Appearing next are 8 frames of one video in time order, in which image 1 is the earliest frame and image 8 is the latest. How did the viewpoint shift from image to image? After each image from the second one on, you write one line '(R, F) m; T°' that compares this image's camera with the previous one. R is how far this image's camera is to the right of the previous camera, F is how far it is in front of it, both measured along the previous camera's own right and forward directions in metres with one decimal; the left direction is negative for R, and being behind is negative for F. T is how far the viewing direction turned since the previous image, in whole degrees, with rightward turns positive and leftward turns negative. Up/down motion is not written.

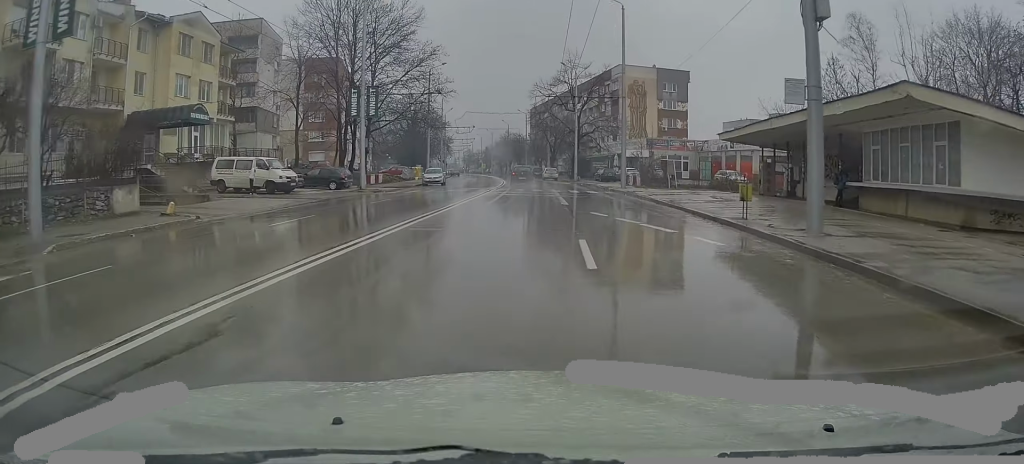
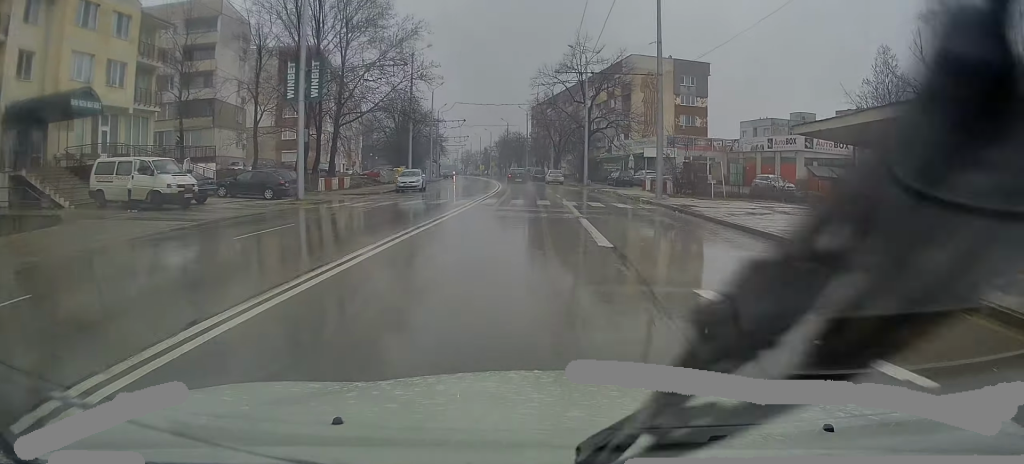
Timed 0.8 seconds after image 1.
(0.0, +11.5) m; -1°
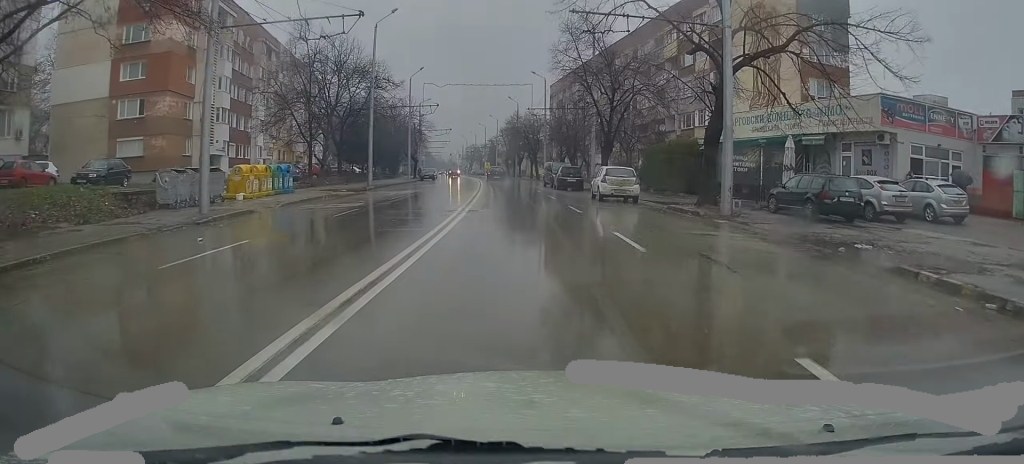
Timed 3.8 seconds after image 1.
(-0.8, +40.5) m; -1°
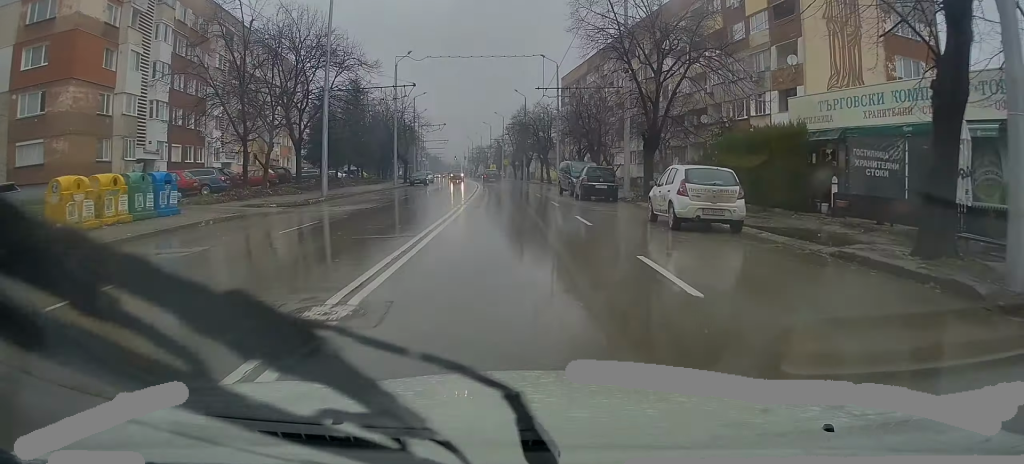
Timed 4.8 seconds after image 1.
(-0.4, +12.5) m; -2°
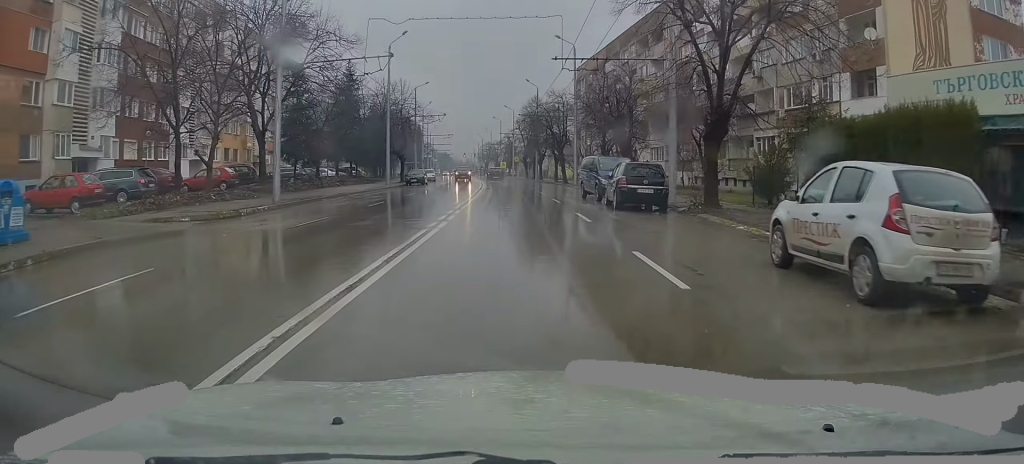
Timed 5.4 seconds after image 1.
(-0.1, +8.2) m; 0°
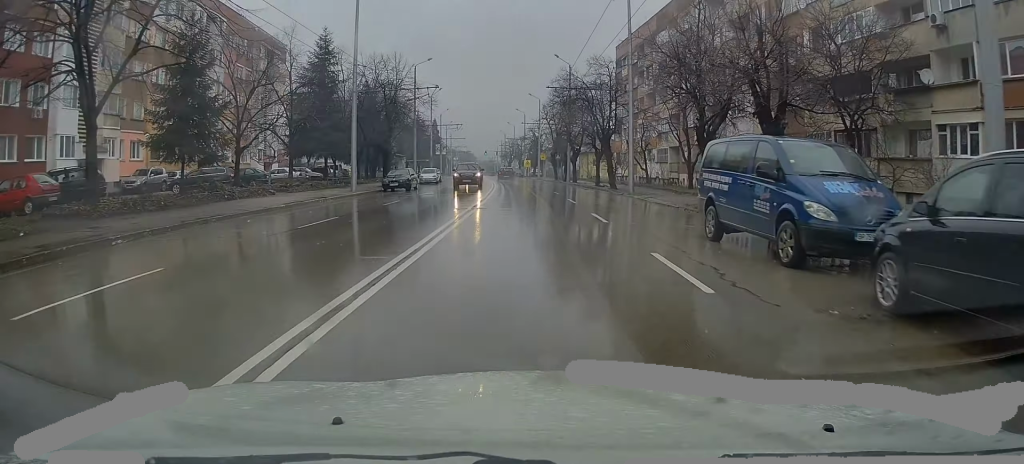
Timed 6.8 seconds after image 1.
(0.0, +18.0) m; 0°
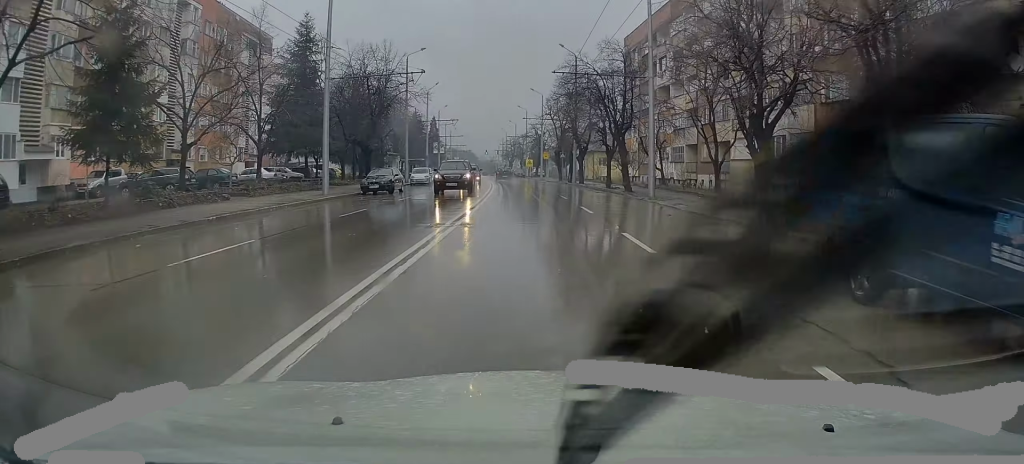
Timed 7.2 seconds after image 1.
(0.0, +5.8) m; -1°
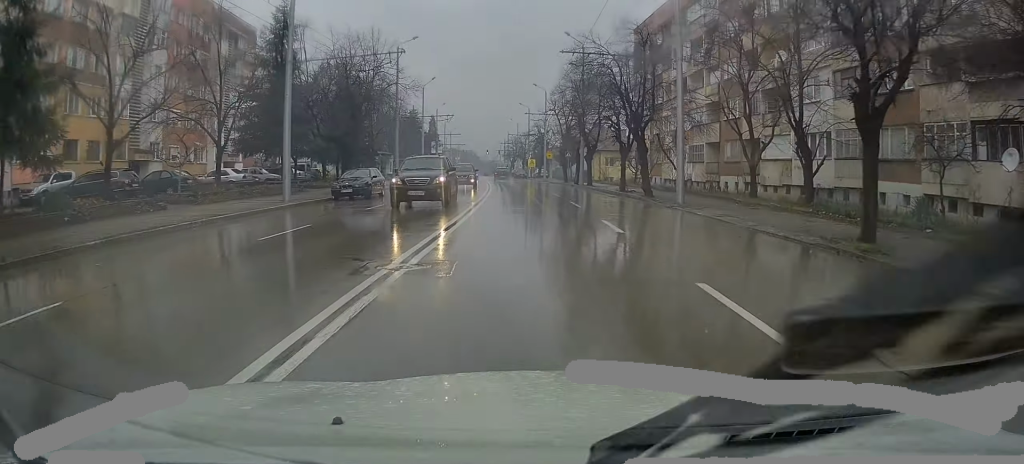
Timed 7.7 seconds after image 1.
(+0.1, +5.8) m; -1°
